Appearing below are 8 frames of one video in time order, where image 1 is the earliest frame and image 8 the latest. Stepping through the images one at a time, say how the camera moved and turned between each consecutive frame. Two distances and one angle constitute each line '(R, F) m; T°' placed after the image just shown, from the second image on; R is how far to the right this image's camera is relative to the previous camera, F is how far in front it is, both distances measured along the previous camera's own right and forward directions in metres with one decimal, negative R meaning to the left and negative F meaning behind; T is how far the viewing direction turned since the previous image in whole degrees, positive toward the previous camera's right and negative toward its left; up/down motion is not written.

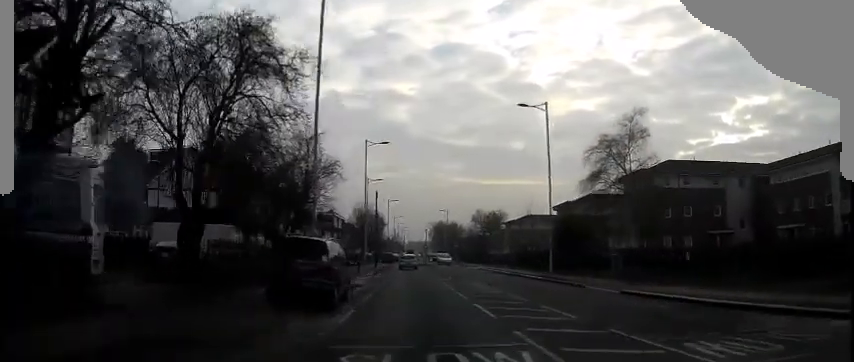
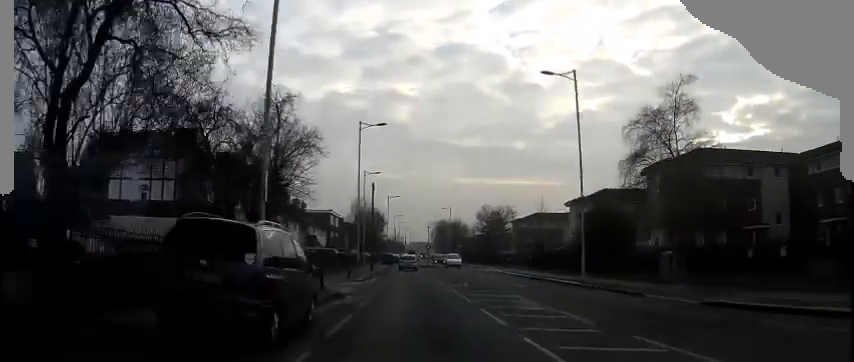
(0.0, +6.8) m; -1°
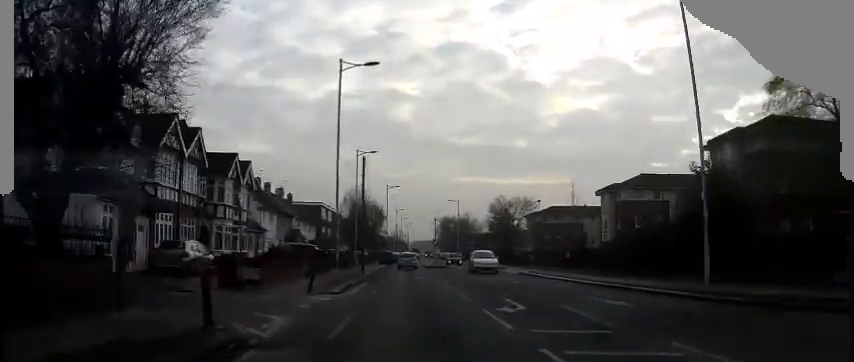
(-0.1, +13.3) m; -1°
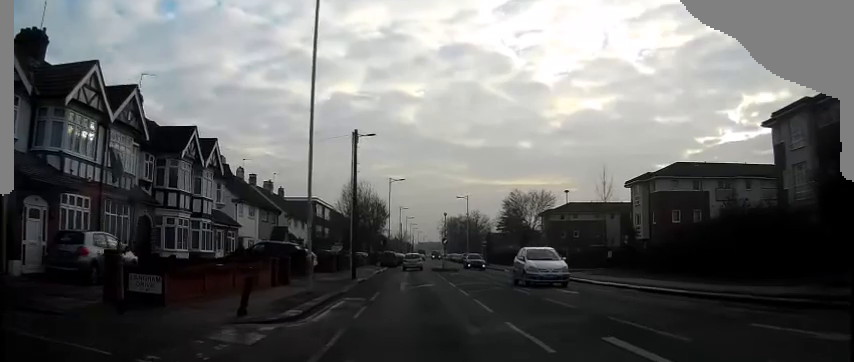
(0.0, +8.7) m; 0°
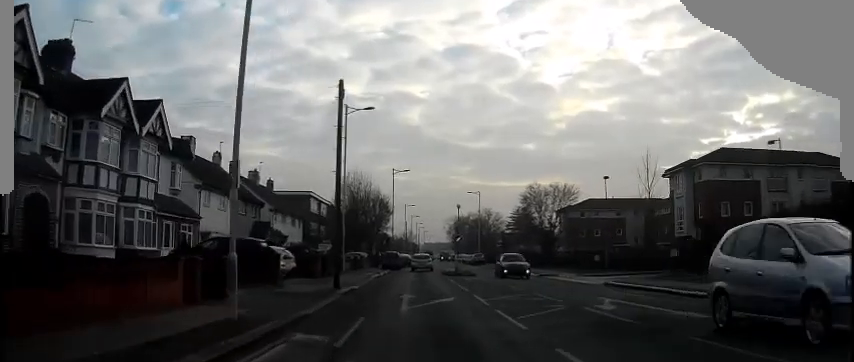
(0.0, +8.5) m; 0°
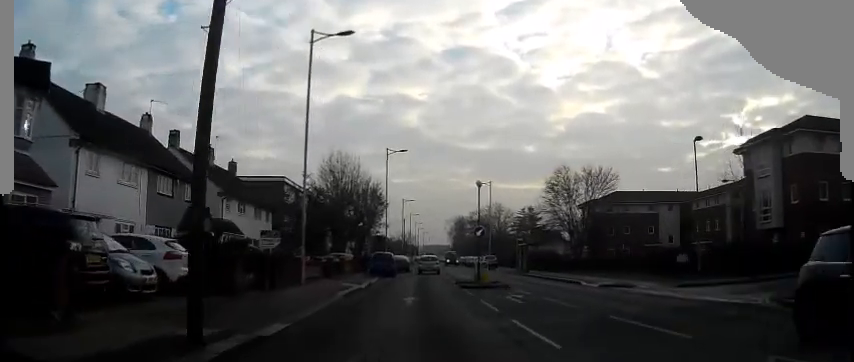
(-0.1, +14.3) m; 0°
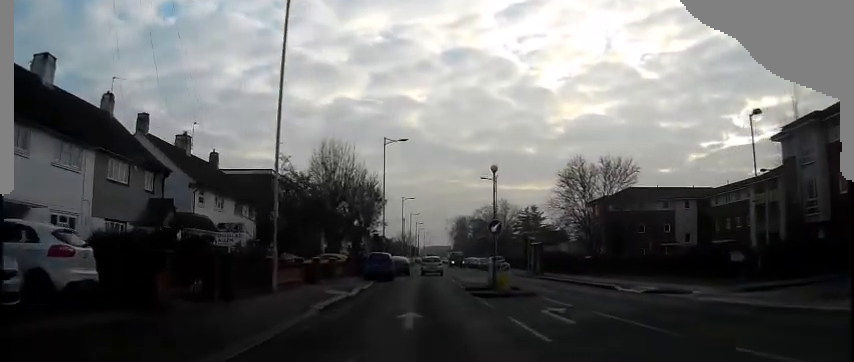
(0.0, +5.5) m; 0°
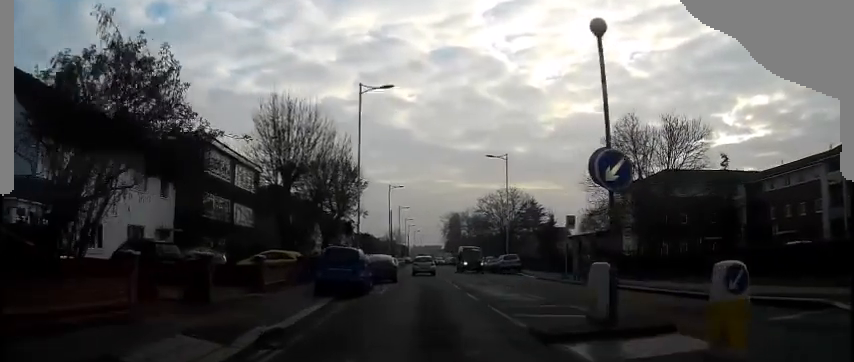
(+0.1, +15.5) m; 0°
